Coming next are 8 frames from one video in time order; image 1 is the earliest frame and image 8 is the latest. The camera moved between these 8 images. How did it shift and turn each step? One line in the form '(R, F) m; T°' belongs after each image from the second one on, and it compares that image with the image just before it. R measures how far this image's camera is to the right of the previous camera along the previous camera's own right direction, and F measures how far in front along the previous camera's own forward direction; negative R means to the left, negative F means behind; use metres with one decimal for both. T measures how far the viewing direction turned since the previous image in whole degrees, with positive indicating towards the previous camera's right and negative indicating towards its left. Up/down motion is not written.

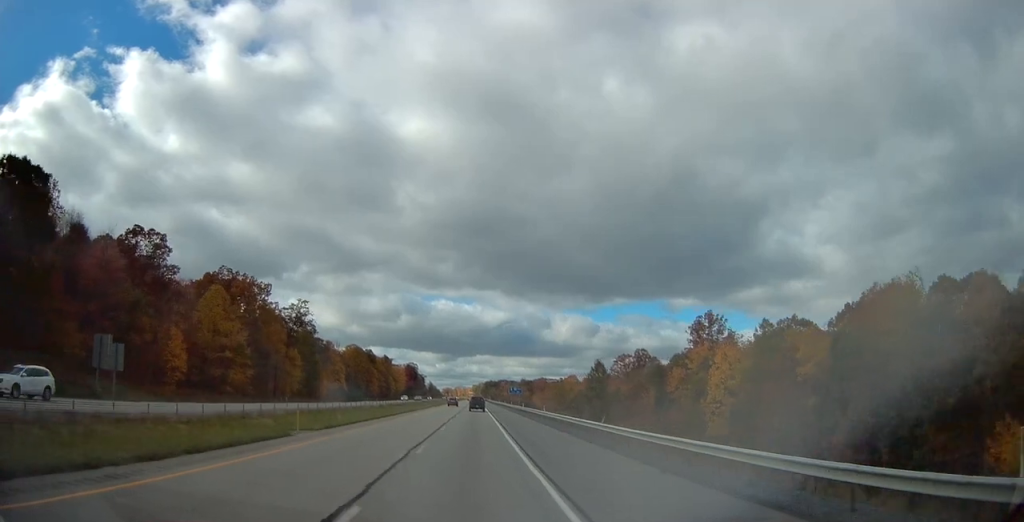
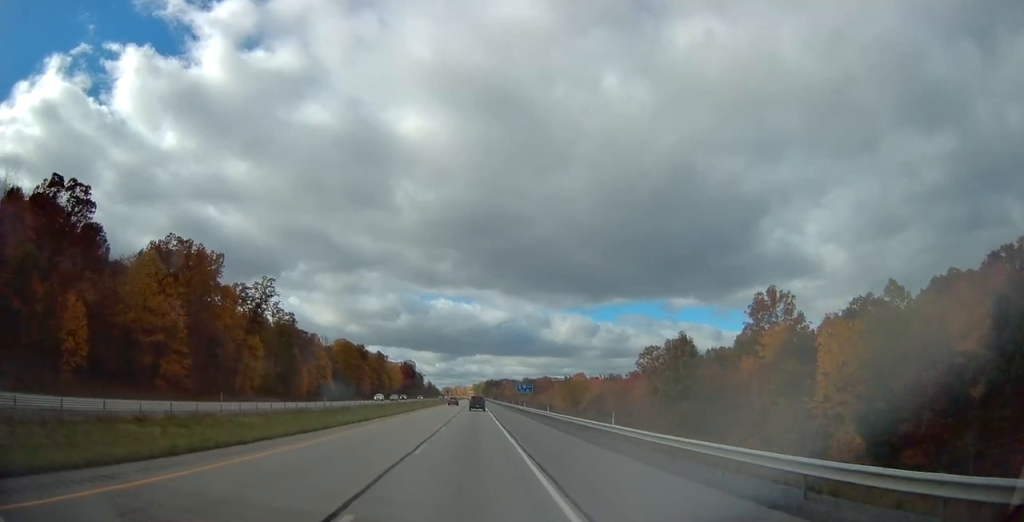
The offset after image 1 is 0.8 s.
(+0.1, +25.2) m; 0°
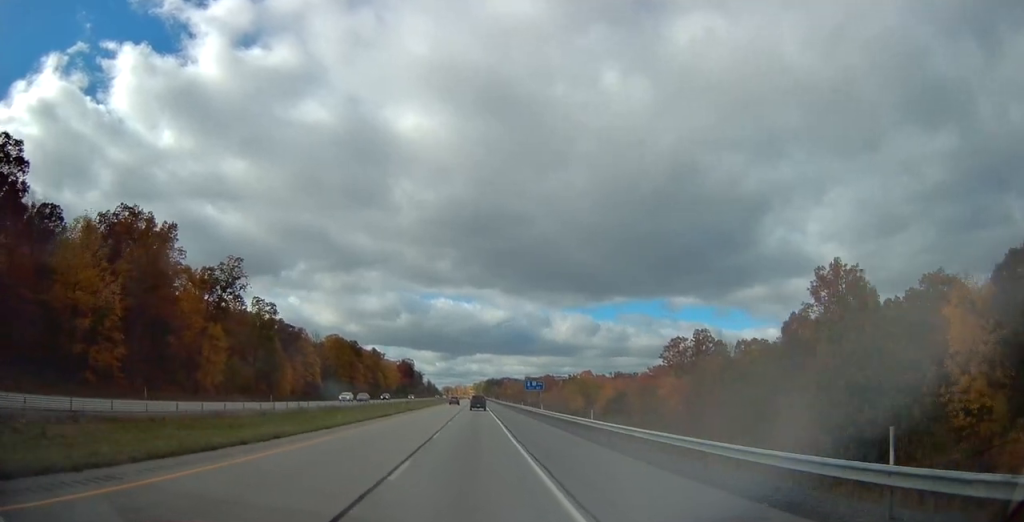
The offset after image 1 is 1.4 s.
(0.0, +17.9) m; 0°
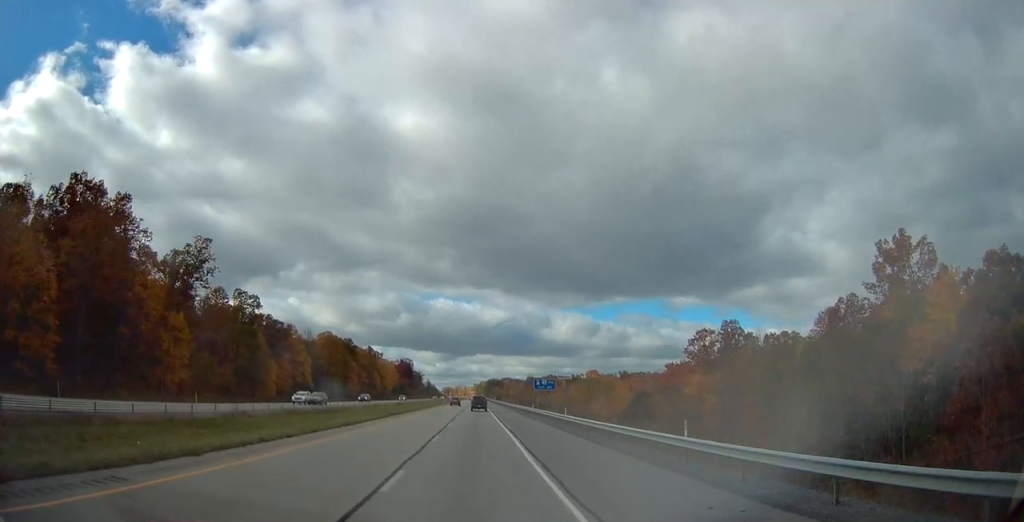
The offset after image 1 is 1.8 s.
(0.0, +13.6) m; 0°
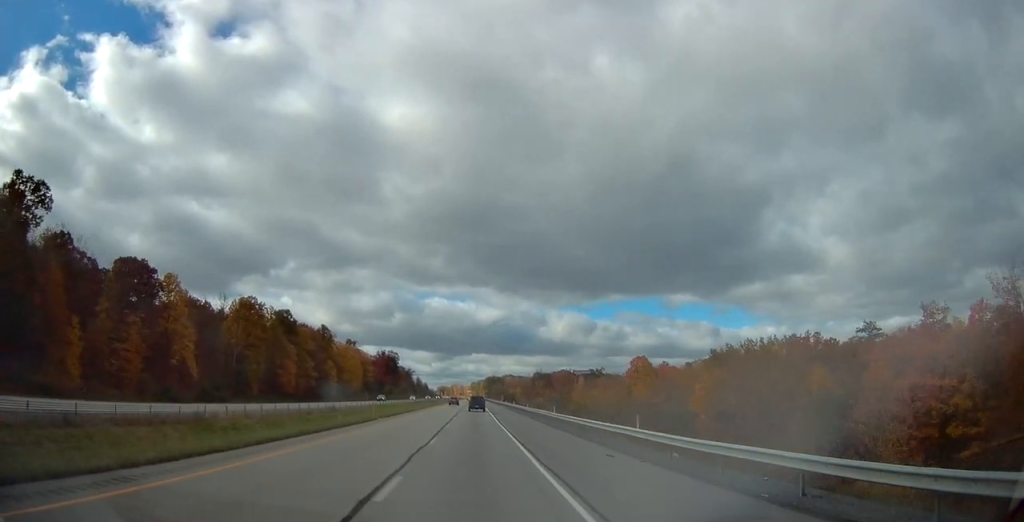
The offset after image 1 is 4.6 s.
(-0.5, +86.3) m; 0°
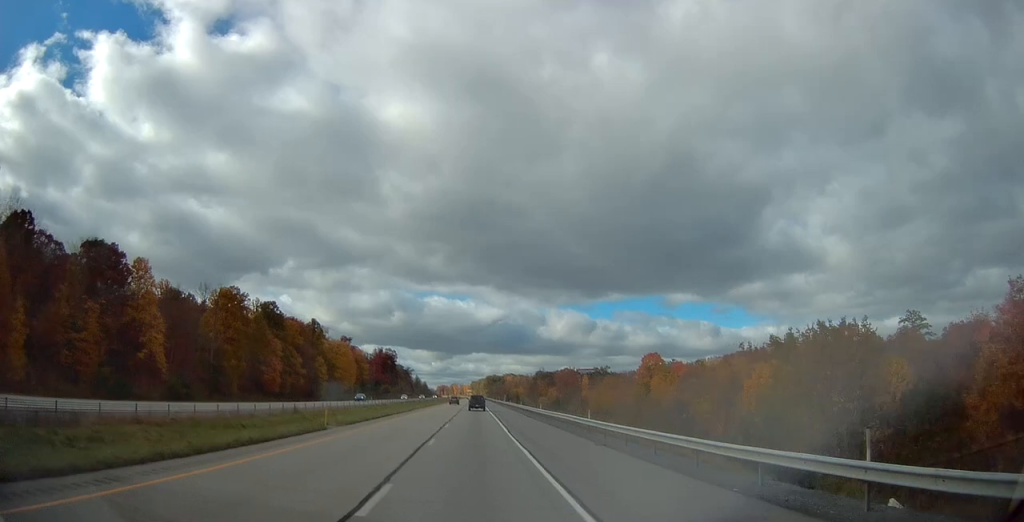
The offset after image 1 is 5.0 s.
(+0.2, +13.5) m; 0°
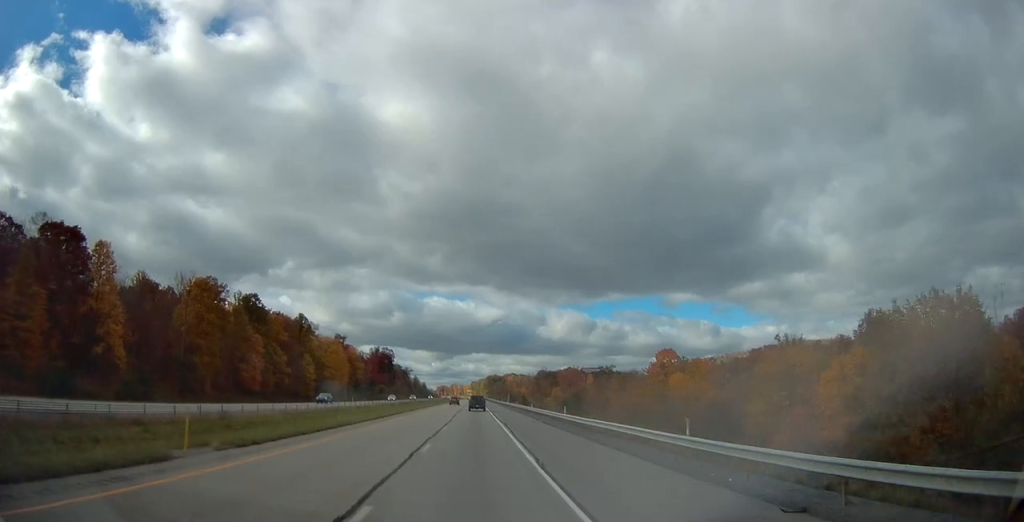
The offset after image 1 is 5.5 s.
(+0.1, +14.5) m; 0°
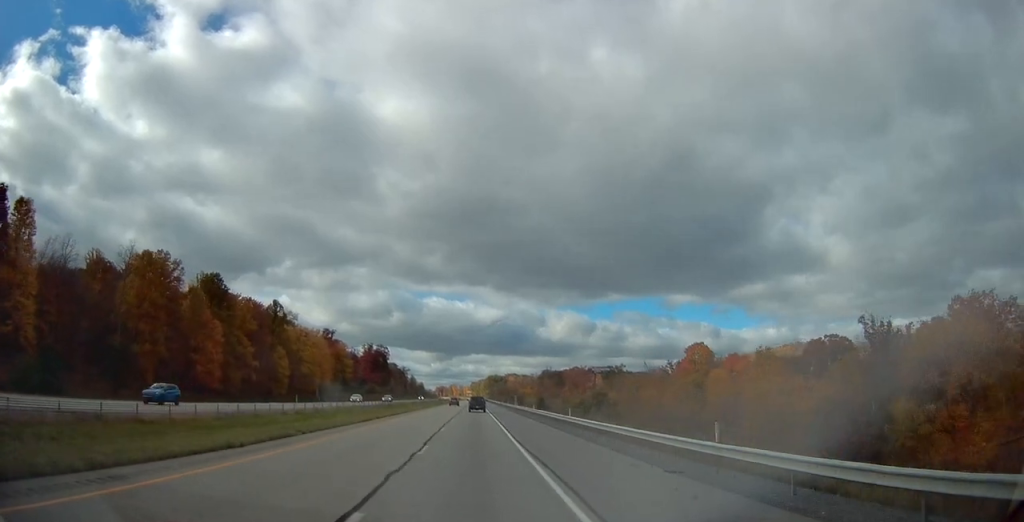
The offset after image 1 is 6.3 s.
(-0.1, +24.9) m; 0°
